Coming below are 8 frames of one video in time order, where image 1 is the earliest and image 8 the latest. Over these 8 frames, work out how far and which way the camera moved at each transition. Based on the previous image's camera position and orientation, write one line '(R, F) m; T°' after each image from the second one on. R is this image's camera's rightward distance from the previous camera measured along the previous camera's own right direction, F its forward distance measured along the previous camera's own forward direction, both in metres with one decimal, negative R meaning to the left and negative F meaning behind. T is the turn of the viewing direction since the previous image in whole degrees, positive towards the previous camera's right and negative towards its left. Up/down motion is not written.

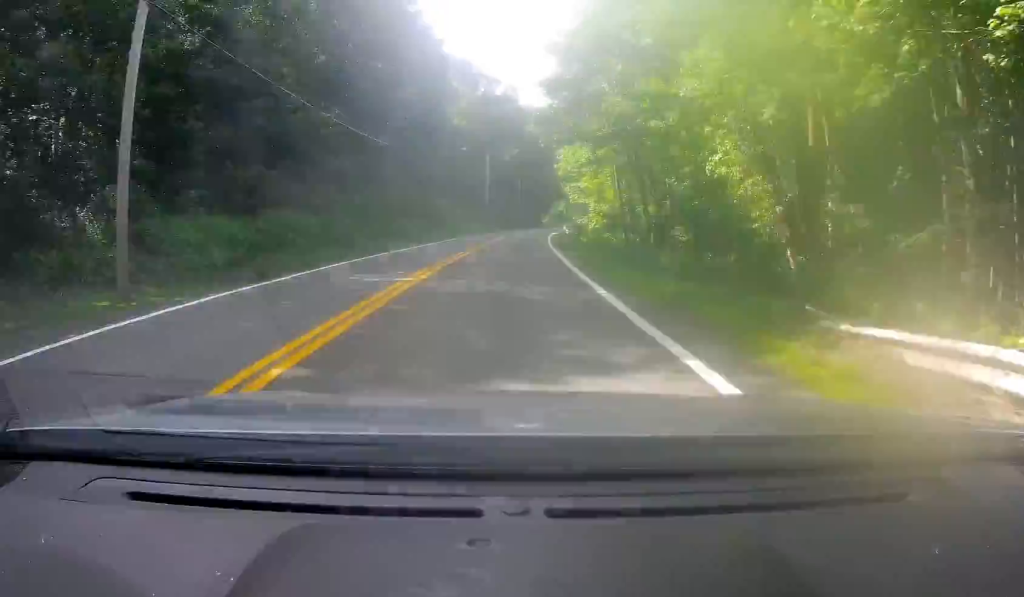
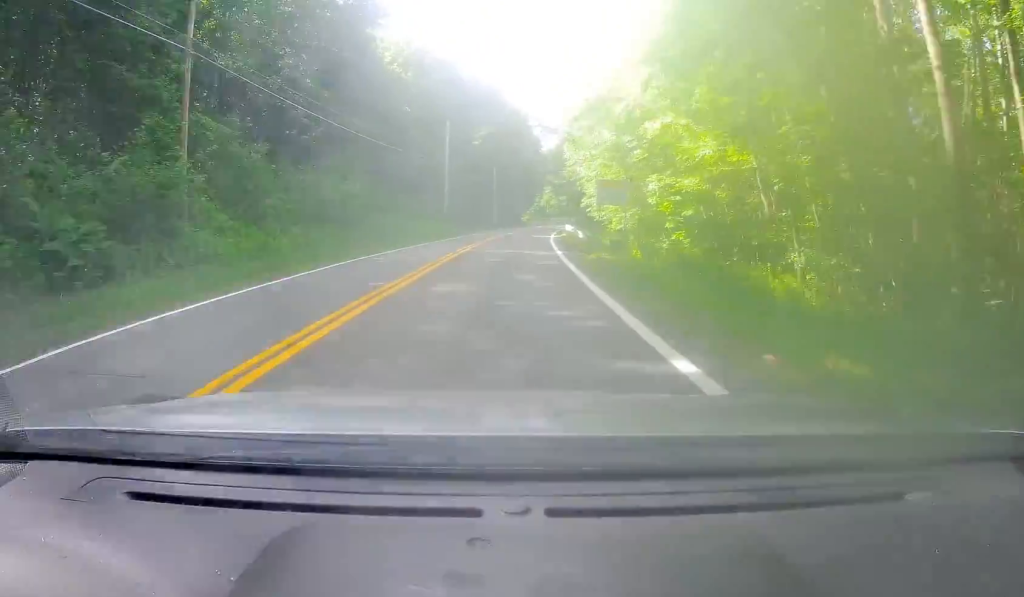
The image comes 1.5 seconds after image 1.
(+1.5, +29.1) m; +6°
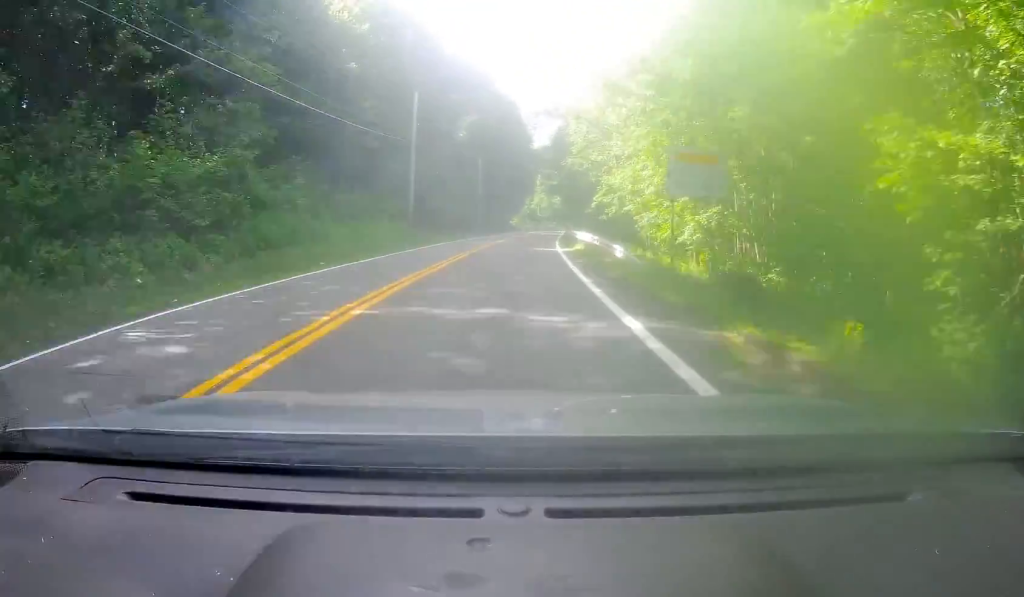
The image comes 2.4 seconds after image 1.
(+0.5, +15.7) m; +3°
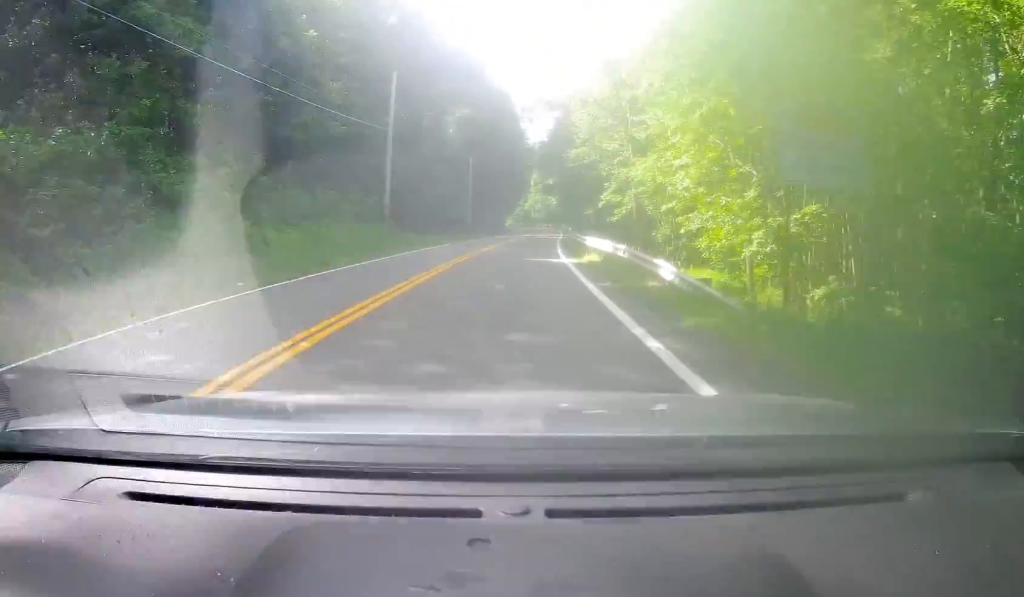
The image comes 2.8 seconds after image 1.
(0.0, +7.5) m; +1°
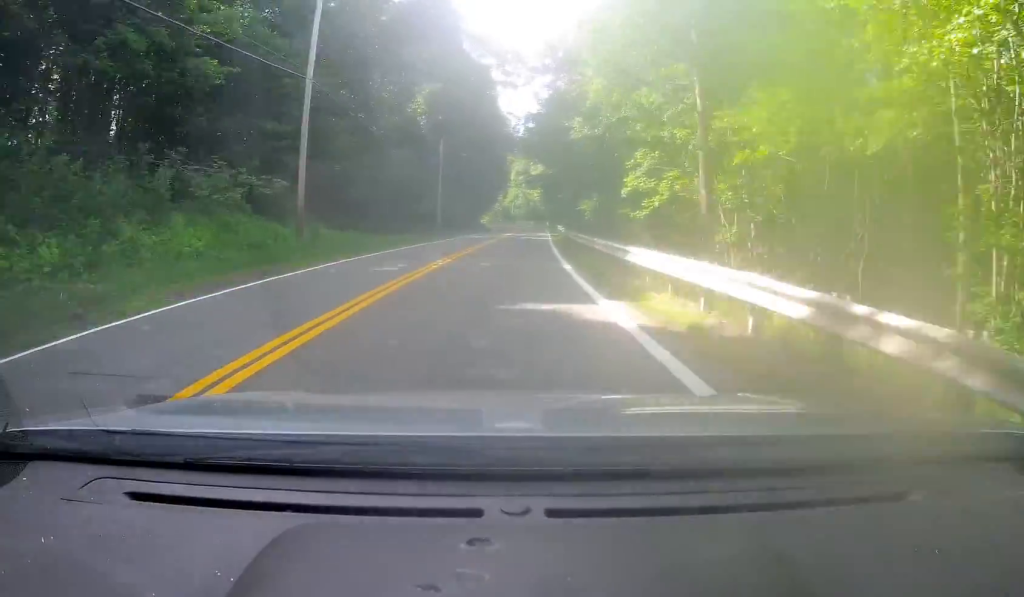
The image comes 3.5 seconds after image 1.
(+0.2, +13.2) m; +1°
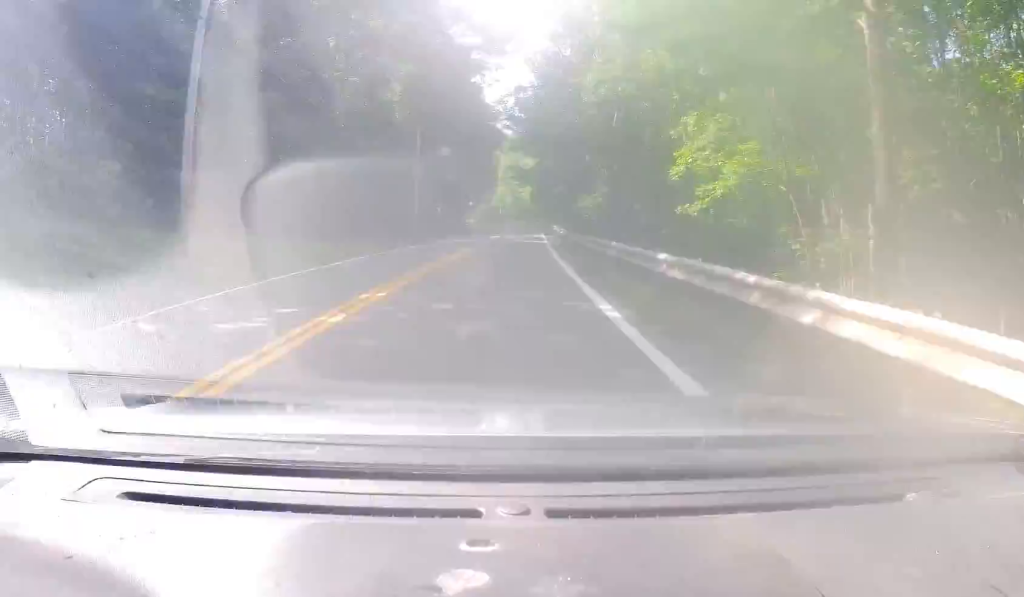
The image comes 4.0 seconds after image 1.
(+0.1, +9.4) m; +1°
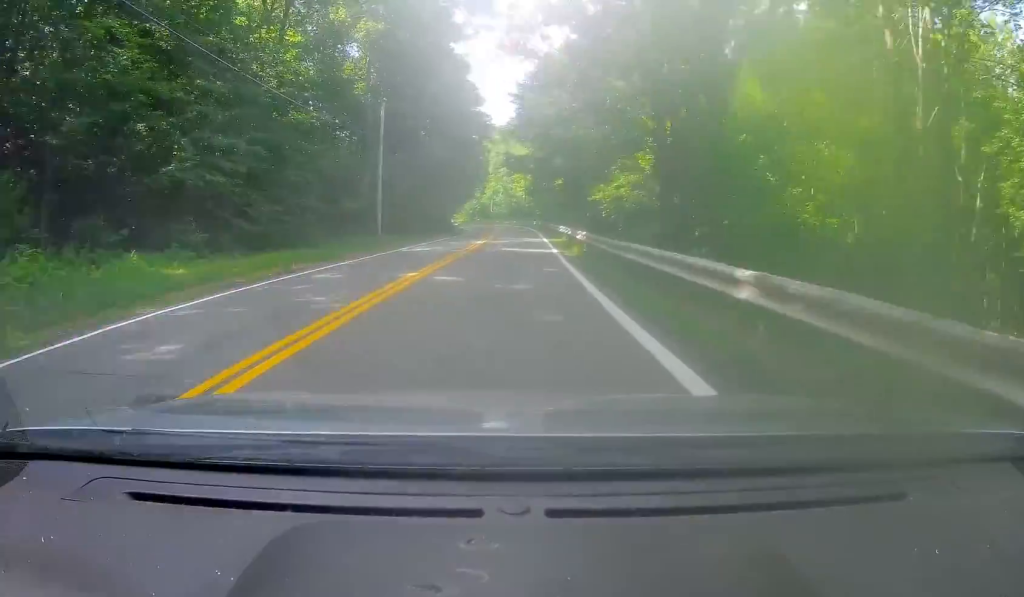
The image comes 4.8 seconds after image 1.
(+0.2, +15.0) m; +1°
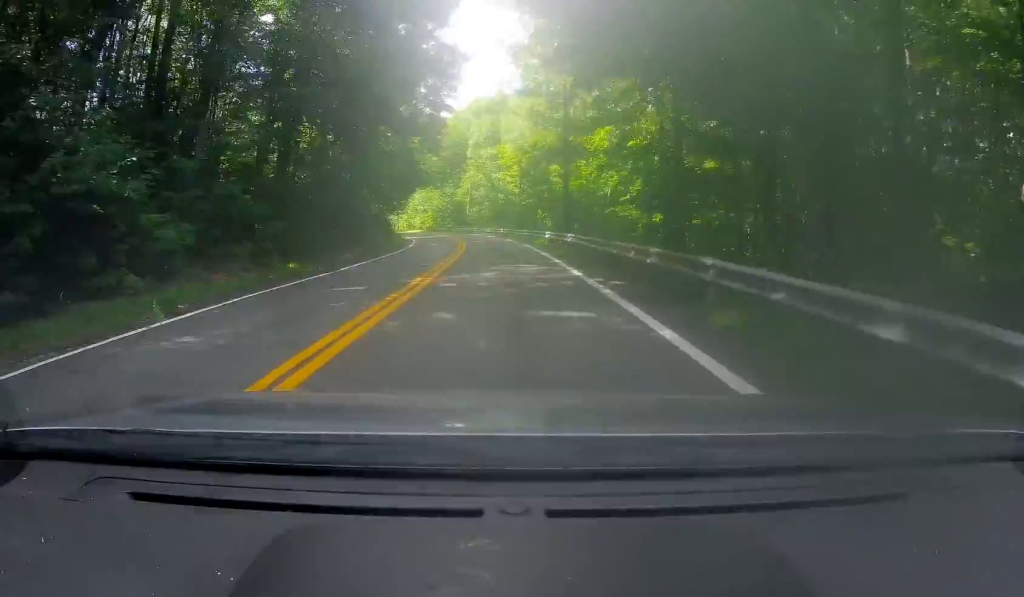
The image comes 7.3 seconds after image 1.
(0.0, +48.2) m; 0°
